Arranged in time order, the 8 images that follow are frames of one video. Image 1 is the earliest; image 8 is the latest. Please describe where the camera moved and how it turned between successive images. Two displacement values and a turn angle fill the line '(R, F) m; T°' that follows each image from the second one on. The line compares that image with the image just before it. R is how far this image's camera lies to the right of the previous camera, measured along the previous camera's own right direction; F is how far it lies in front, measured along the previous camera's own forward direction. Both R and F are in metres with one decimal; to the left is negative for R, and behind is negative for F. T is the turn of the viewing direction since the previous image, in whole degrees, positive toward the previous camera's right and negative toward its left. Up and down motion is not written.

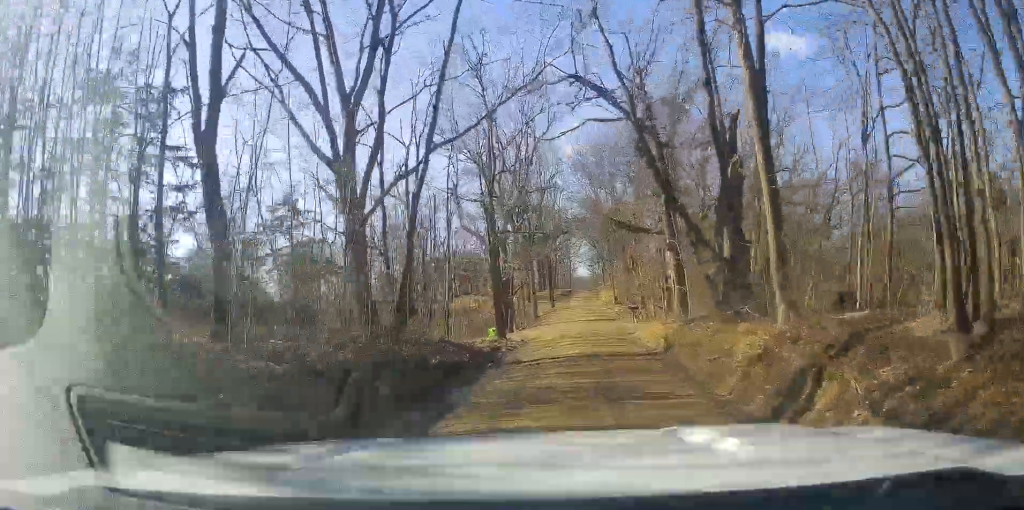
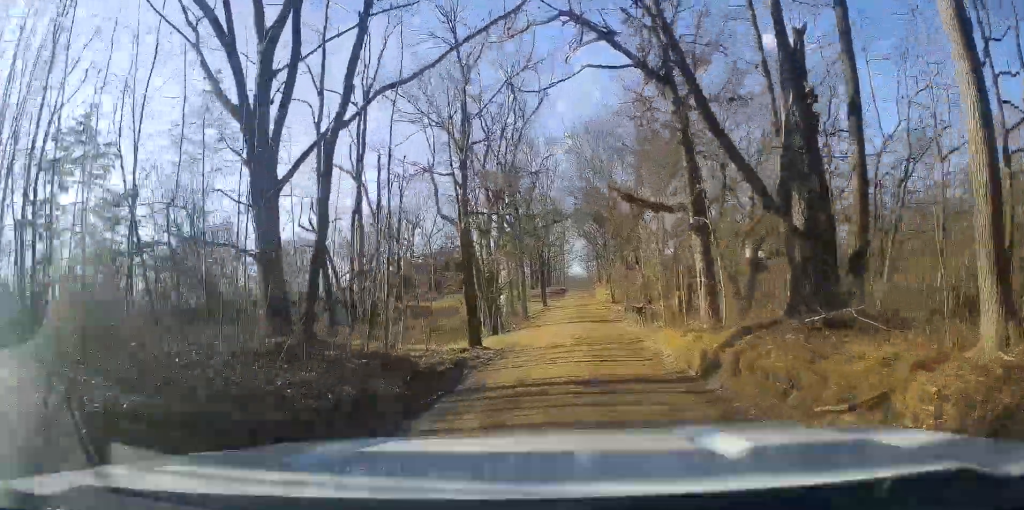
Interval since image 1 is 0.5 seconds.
(0.0, +5.7) m; 0°
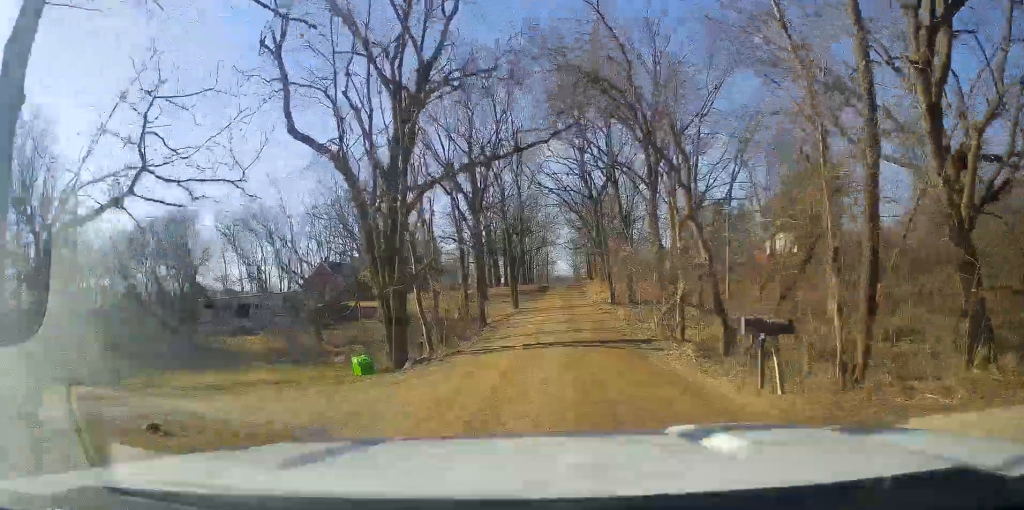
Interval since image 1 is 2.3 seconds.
(0.0, +17.7) m; 0°
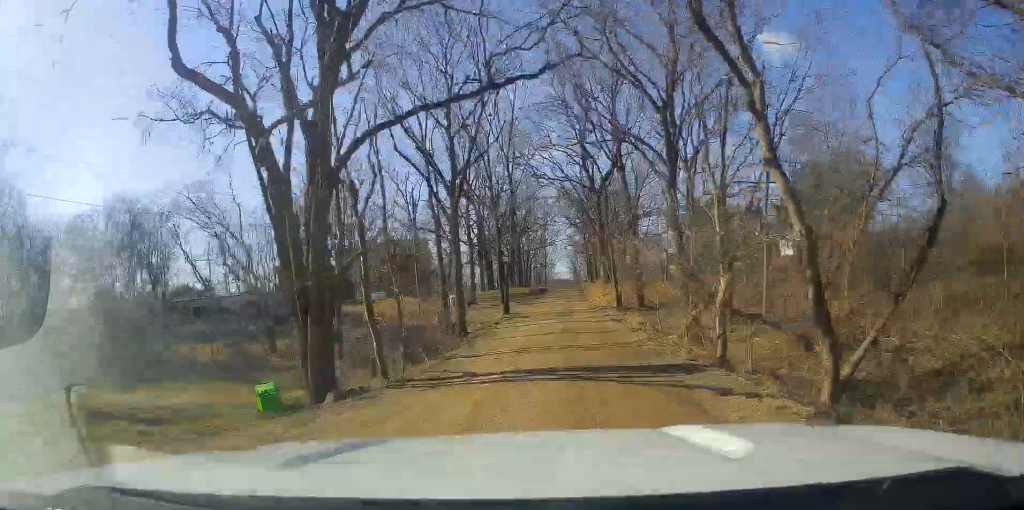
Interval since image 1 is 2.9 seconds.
(0.0, +6.9) m; 0°
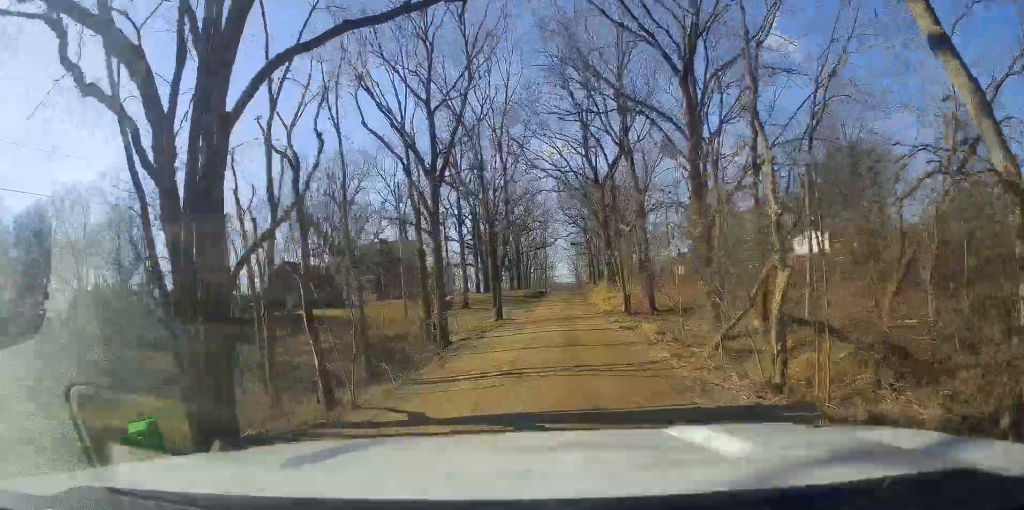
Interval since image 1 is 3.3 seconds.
(0.0, +5.1) m; 0°
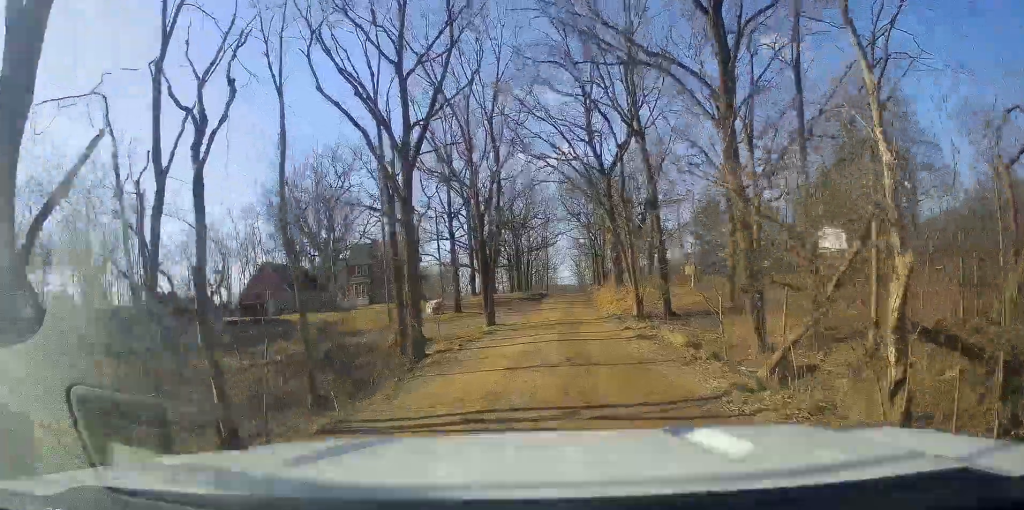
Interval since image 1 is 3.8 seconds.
(0.0, +5.7) m; 0°
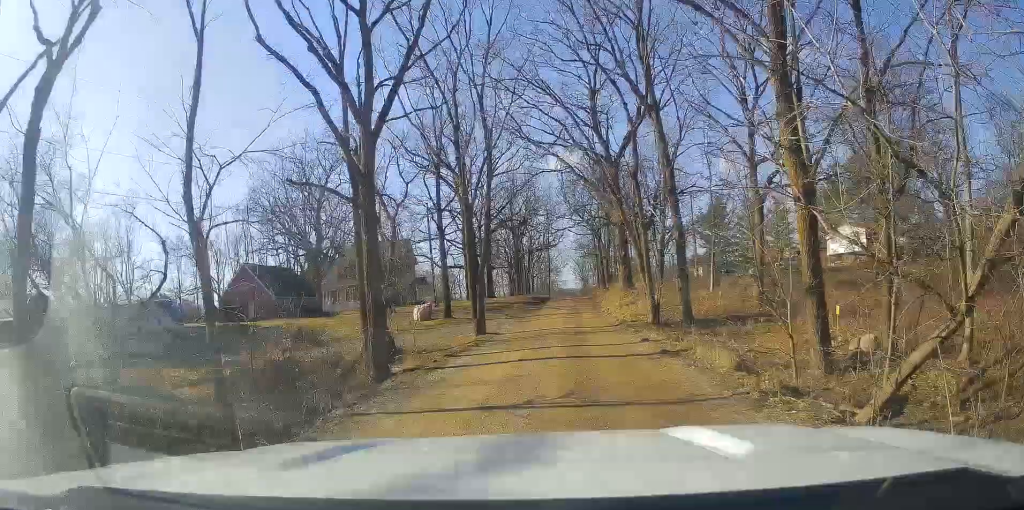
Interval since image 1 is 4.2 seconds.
(0.0, +5.5) m; 0°
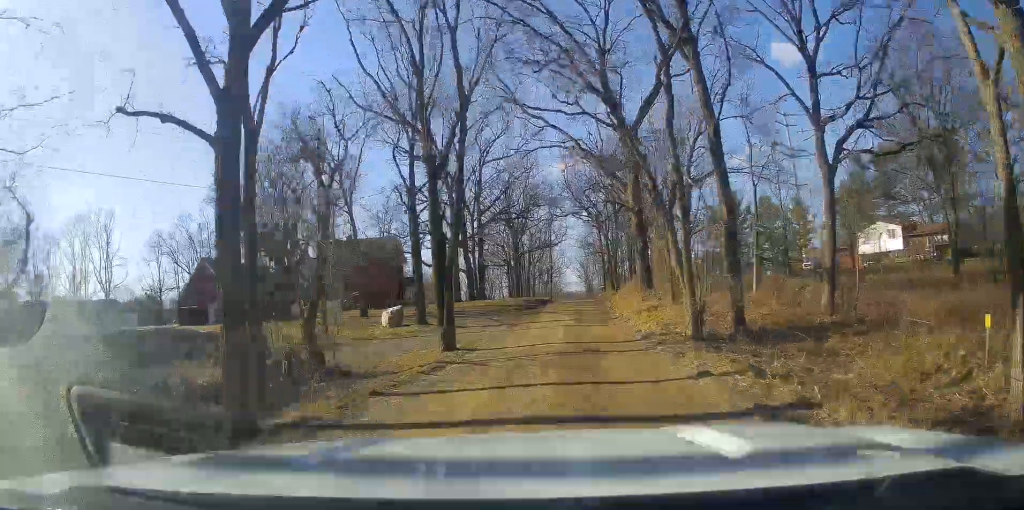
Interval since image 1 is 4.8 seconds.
(+0.1, +8.6) m; +1°
